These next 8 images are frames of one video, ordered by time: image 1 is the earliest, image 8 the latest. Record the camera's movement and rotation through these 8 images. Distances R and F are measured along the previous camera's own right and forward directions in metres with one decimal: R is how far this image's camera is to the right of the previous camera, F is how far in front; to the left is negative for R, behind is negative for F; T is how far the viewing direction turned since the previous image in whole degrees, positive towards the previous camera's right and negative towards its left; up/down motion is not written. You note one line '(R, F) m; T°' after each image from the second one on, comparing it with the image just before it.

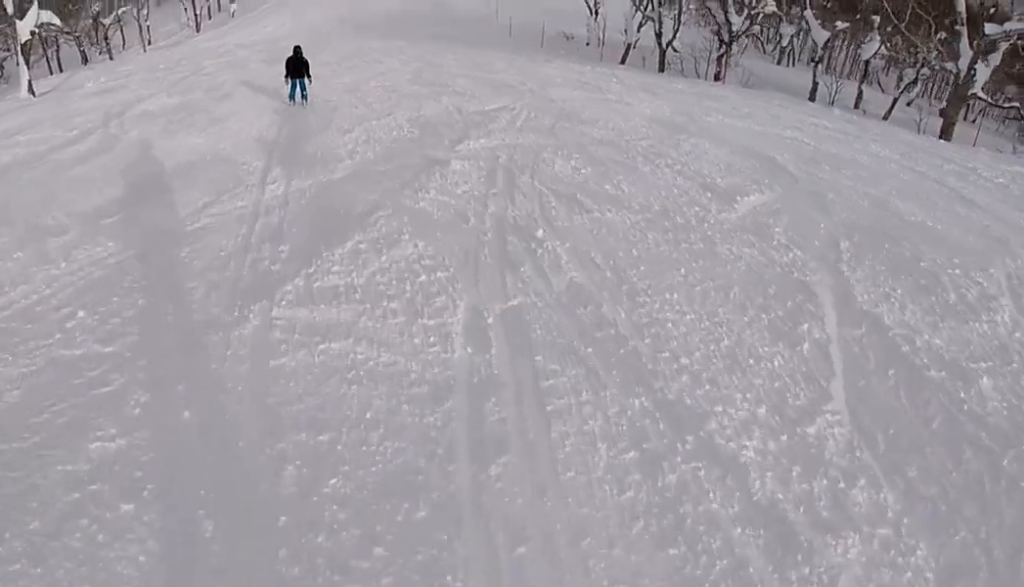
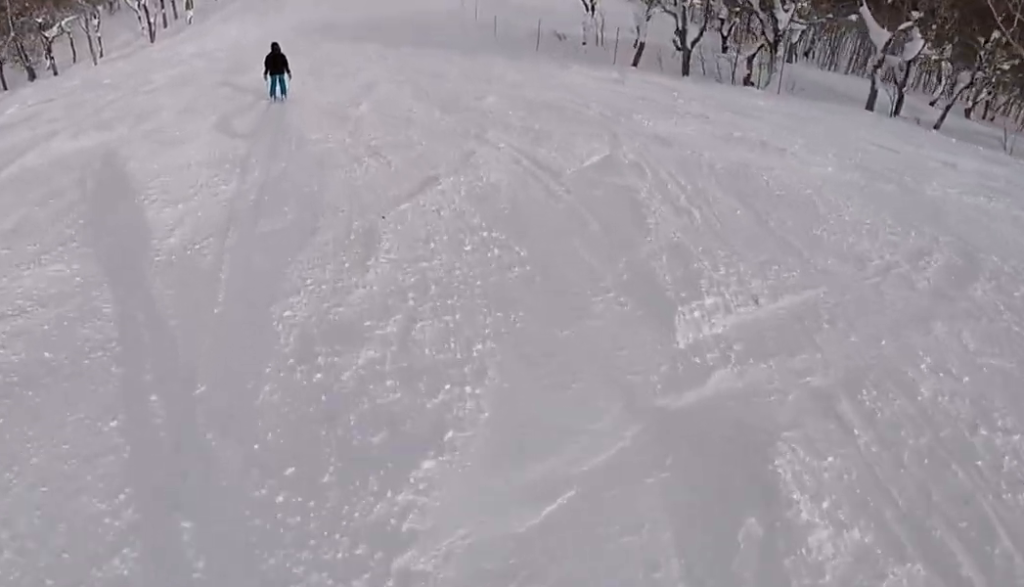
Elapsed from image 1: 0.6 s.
(+0.2, +5.7) m; +2°
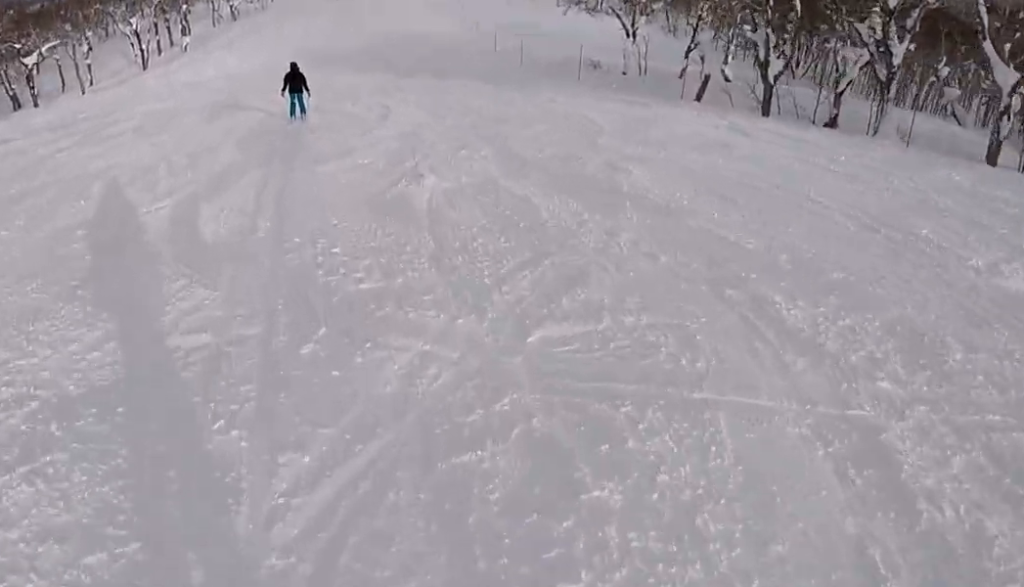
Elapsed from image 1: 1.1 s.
(-0.1, +5.8) m; +4°
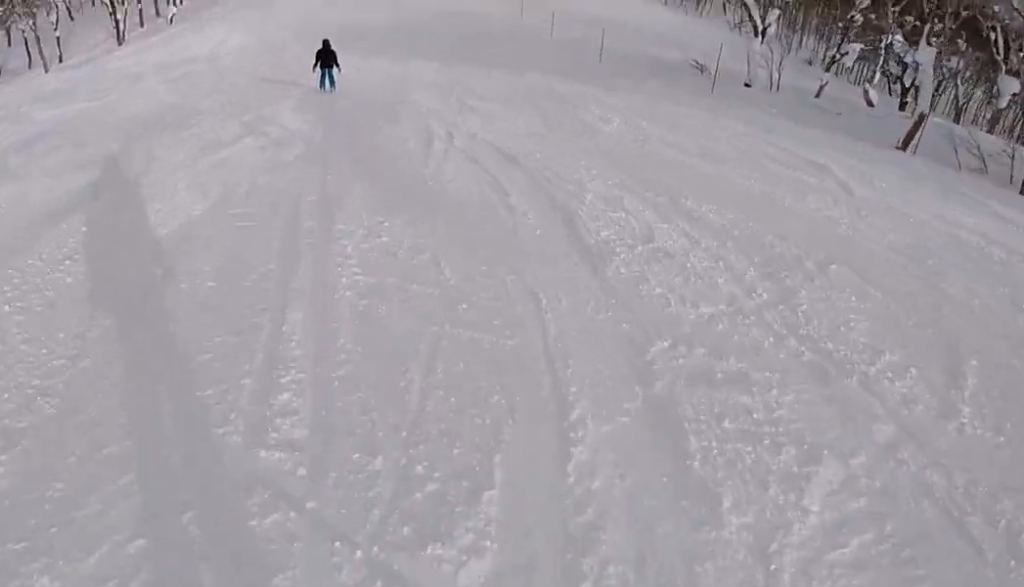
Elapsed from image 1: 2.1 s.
(+0.8, +10.8) m; +4°
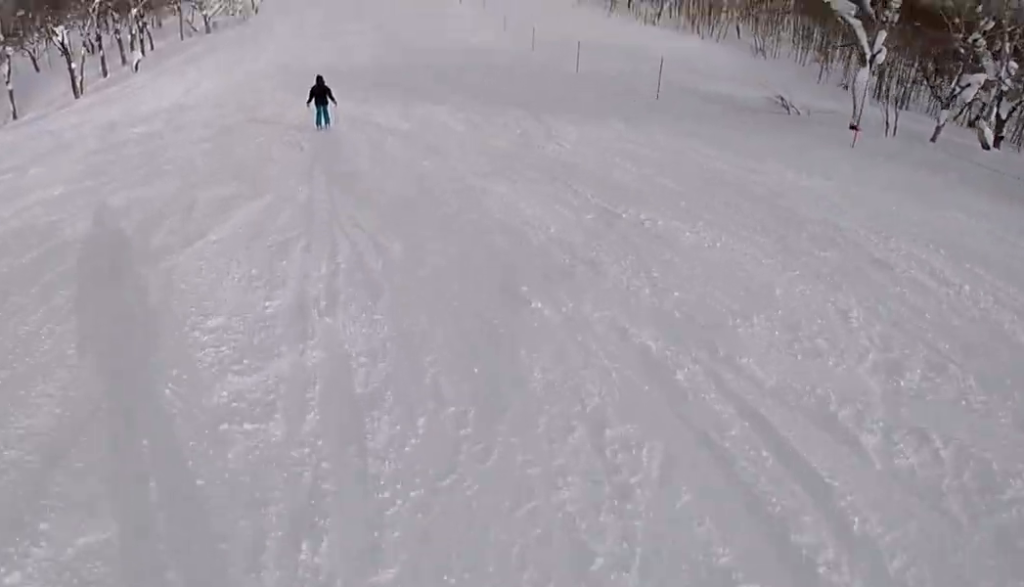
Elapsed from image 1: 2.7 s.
(+0.2, +7.7) m; 0°
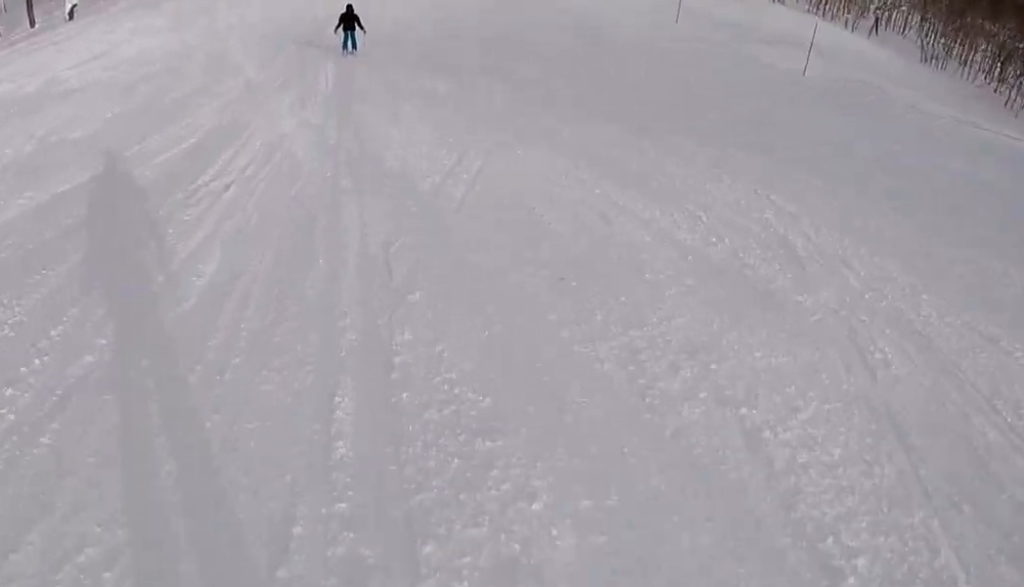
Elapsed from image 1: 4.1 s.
(-0.7, +17.8) m; +3°
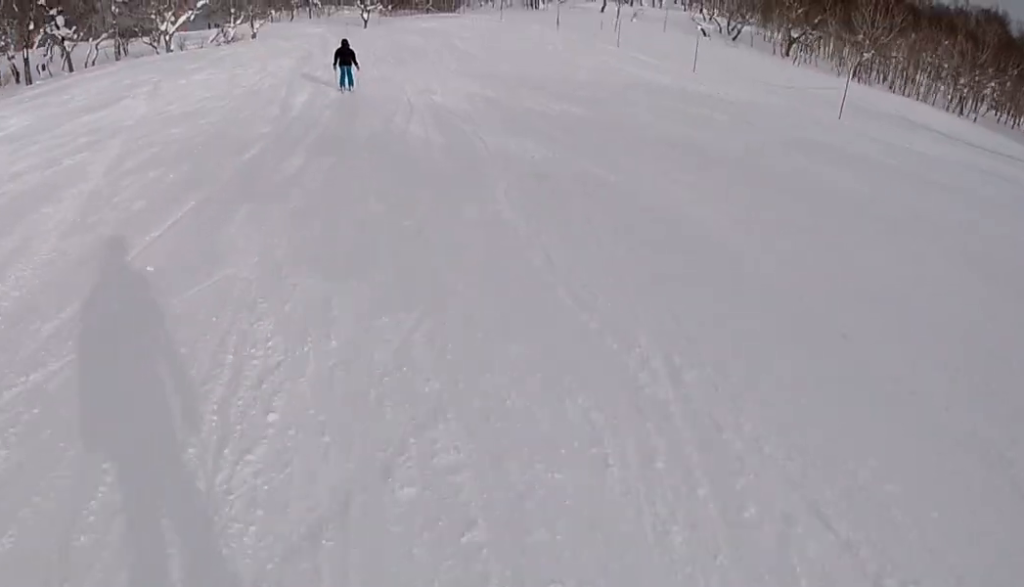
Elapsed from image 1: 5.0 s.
(+1.0, +12.5) m; +3°
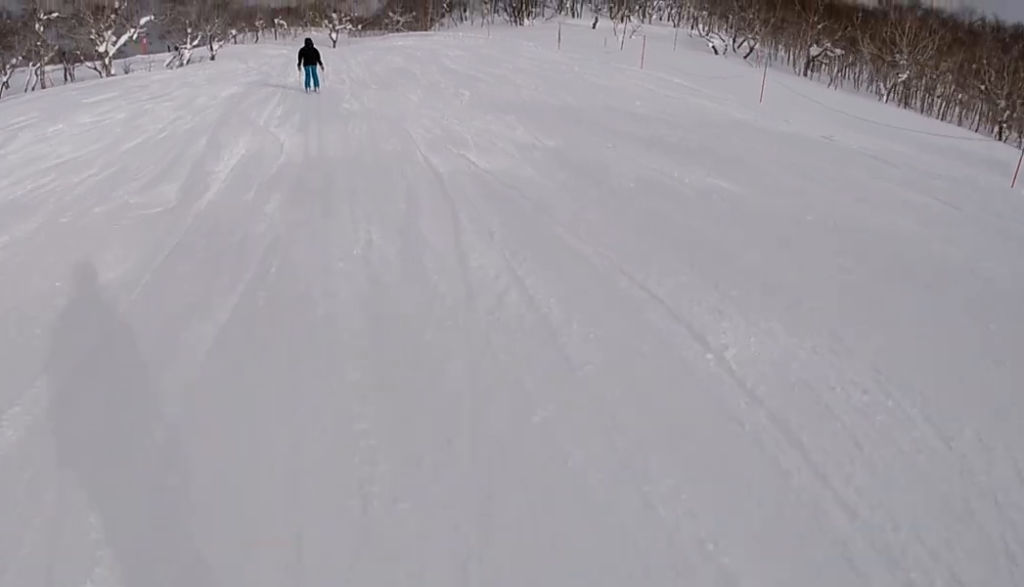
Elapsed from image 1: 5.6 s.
(+0.3, +8.2) m; +1°
